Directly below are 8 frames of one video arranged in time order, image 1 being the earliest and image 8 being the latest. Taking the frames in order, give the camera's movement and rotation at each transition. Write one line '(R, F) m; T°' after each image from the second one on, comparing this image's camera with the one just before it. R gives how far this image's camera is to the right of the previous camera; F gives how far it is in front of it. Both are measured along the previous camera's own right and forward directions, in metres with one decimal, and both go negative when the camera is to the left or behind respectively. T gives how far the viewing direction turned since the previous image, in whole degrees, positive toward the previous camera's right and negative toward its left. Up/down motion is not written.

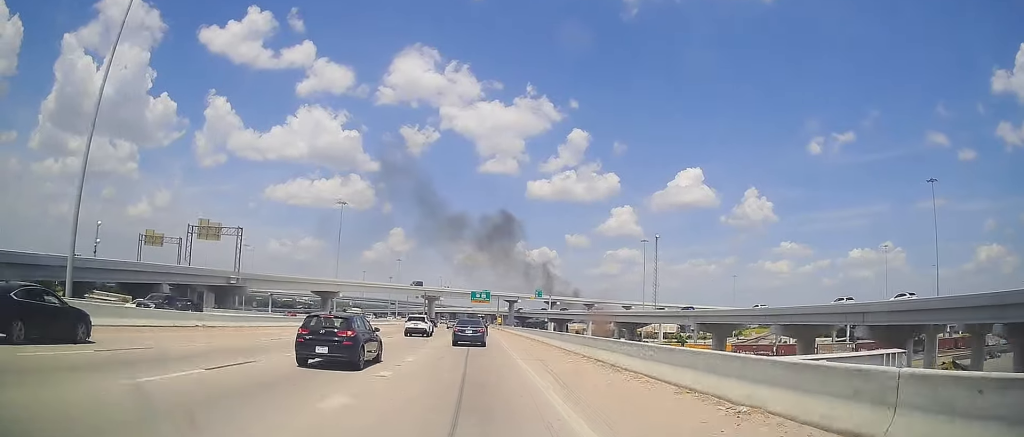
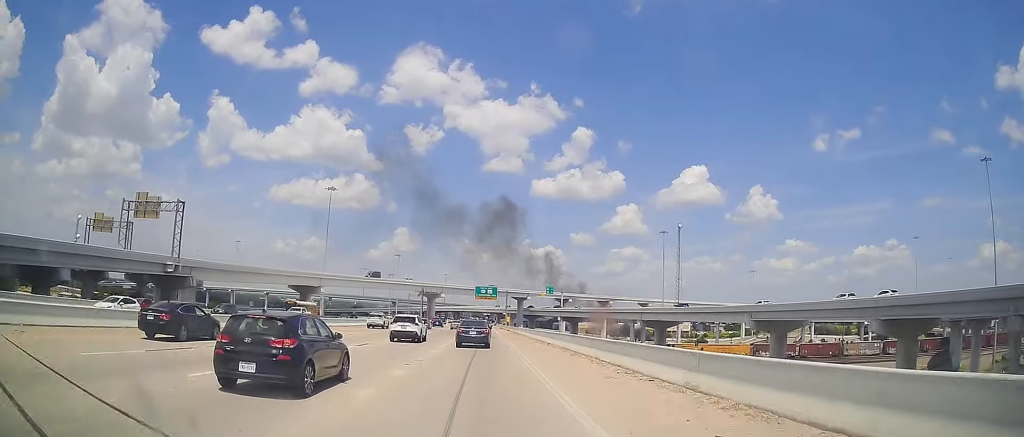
(-0.2, +21.7) m; 0°
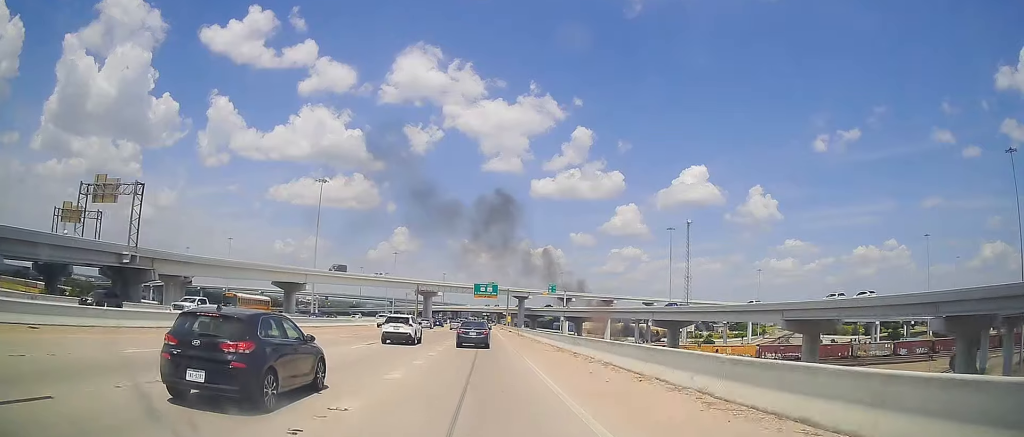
(+0.1, +10.1) m; 0°
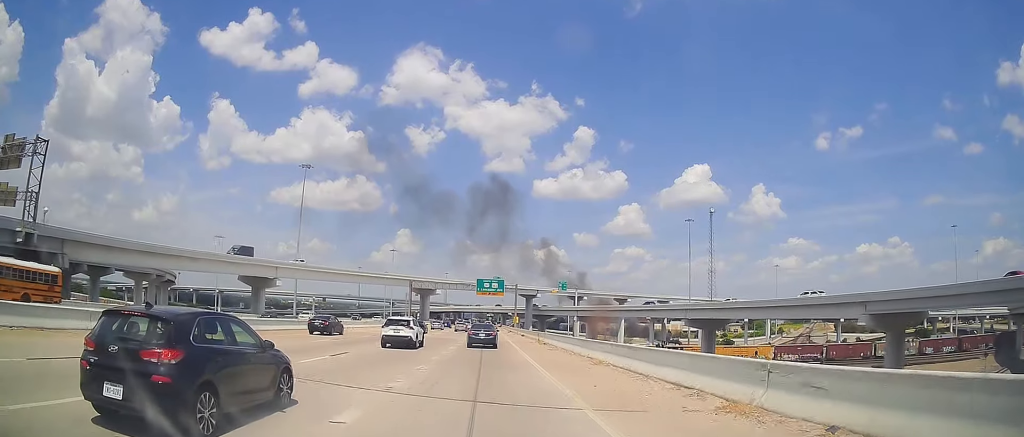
(-0.1, +20.1) m; -1°
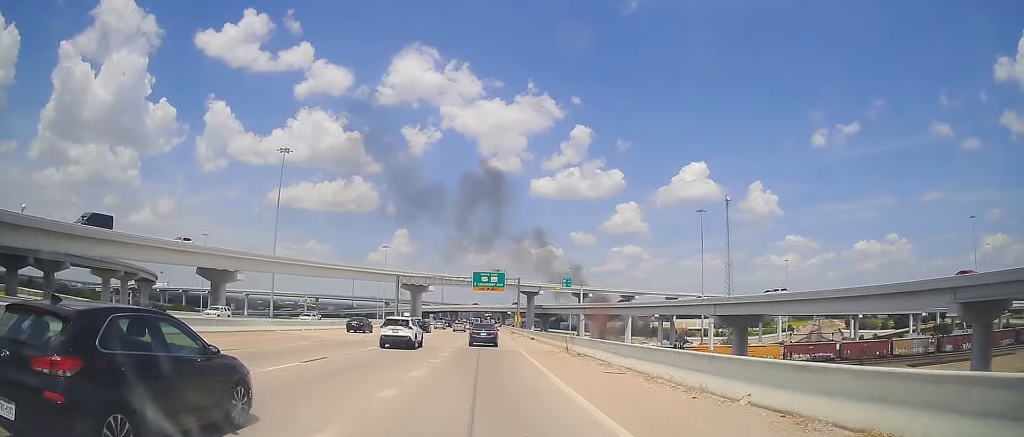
(-0.2, +15.4) m; +1°
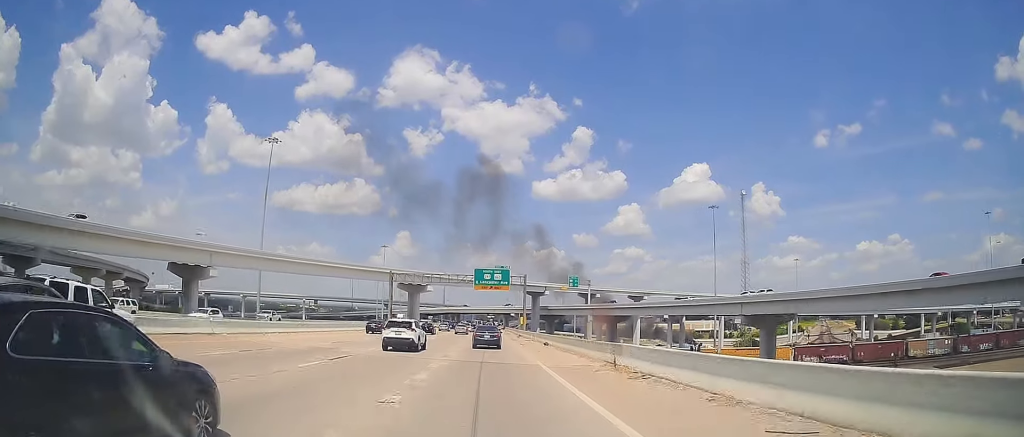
(+0.2, +10.1) m; +1°
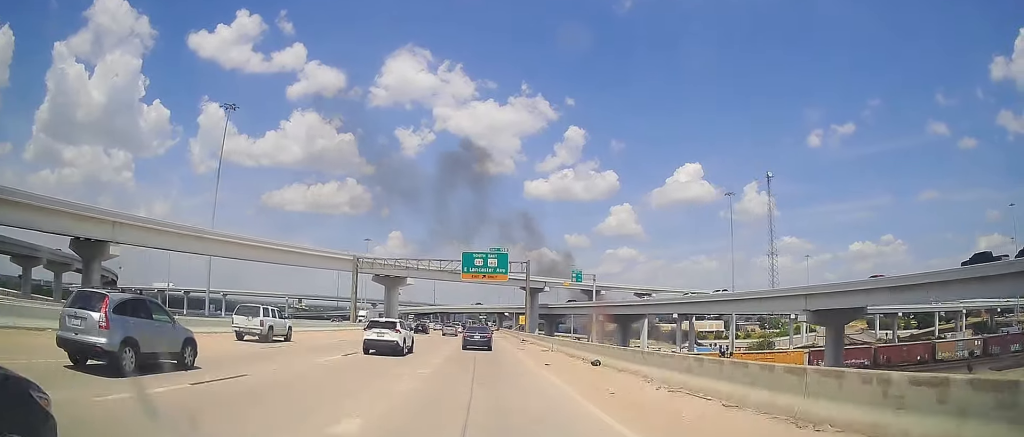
(0.0, +21.5) m; 0°
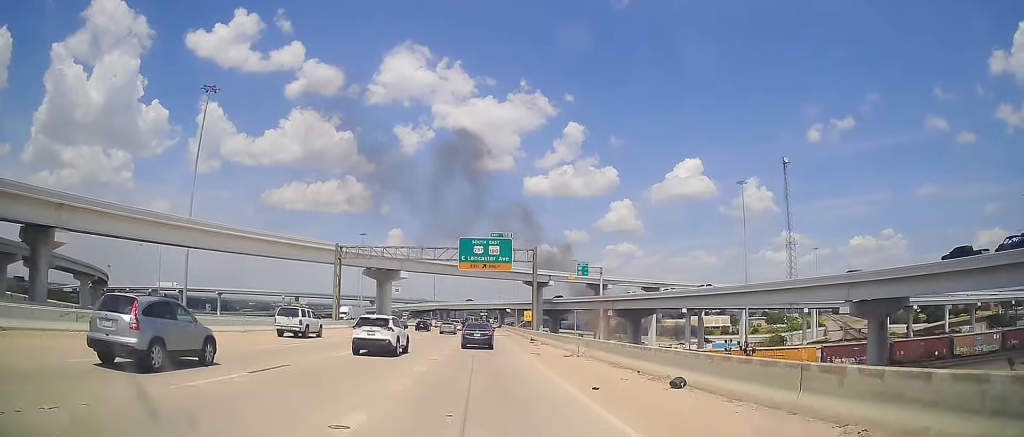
(0.0, +9.6) m; 0°
